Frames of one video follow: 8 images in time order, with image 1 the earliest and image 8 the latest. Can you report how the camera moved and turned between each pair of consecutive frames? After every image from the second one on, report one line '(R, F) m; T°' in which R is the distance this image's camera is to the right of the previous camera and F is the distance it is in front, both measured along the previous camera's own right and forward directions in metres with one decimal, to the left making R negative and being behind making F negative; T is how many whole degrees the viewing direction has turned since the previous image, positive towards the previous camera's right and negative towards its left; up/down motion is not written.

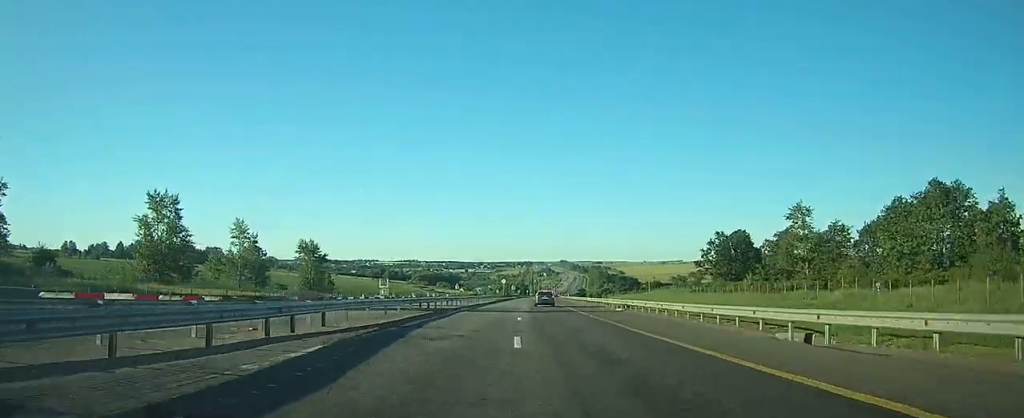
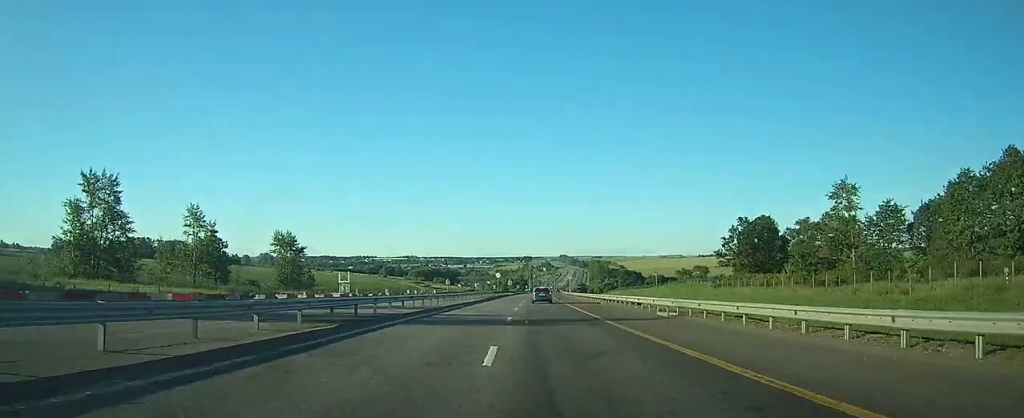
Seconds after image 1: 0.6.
(0.0, +15.5) m; 0°
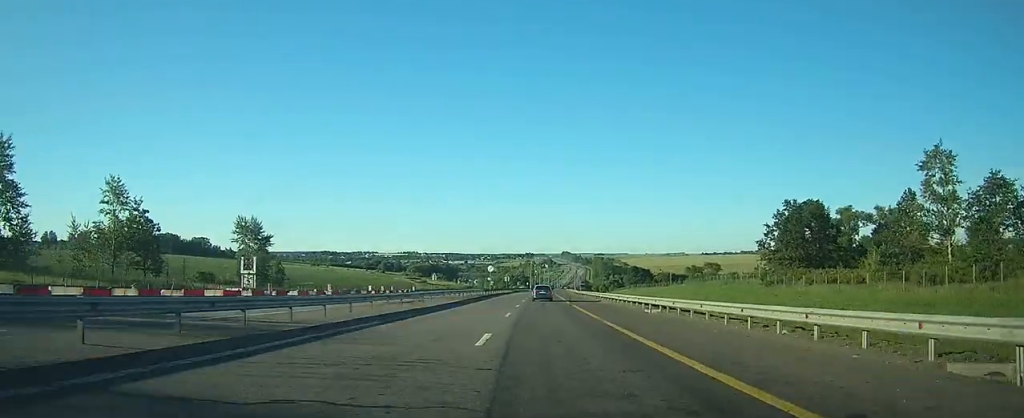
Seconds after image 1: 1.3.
(+0.1, +21.0) m; 0°
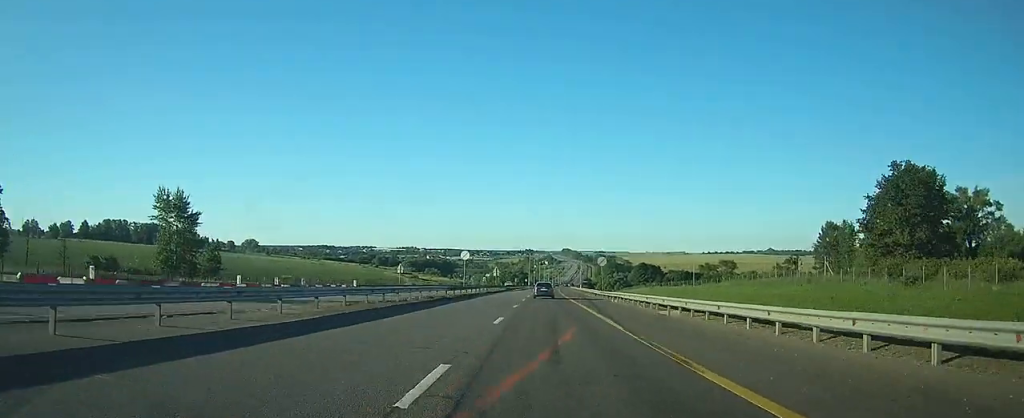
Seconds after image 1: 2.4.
(0.0, +30.4) m; 0°
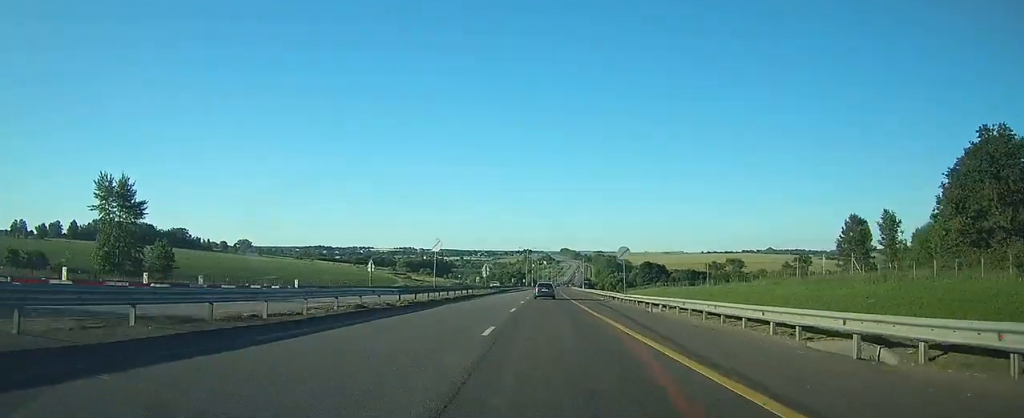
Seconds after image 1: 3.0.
(0.0, +15.7) m; 0°
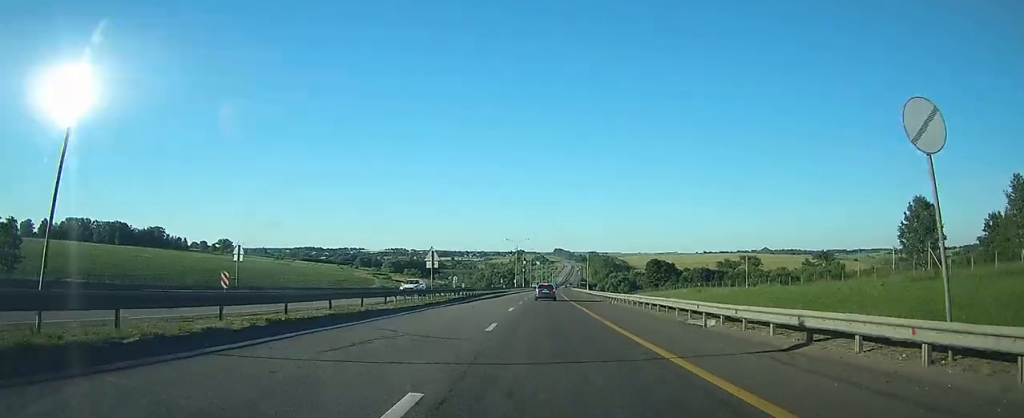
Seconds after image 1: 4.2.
(0.0, +34.3) m; 0°
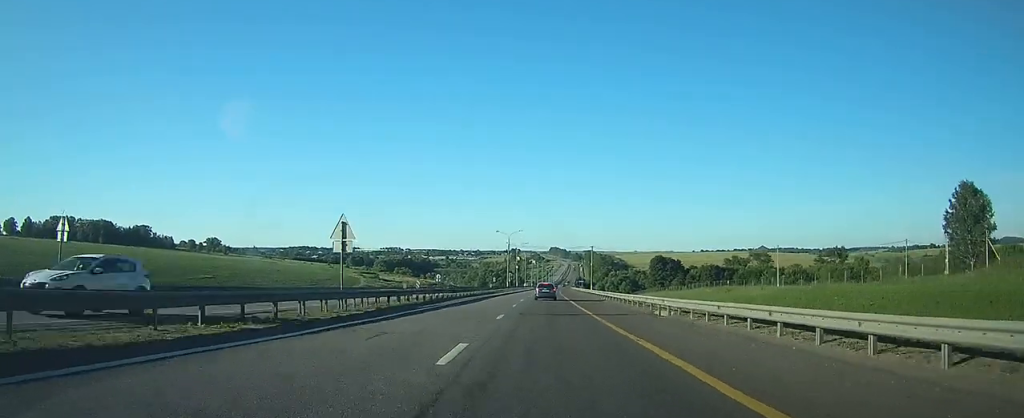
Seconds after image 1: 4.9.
(+0.1, +18.5) m; 0°
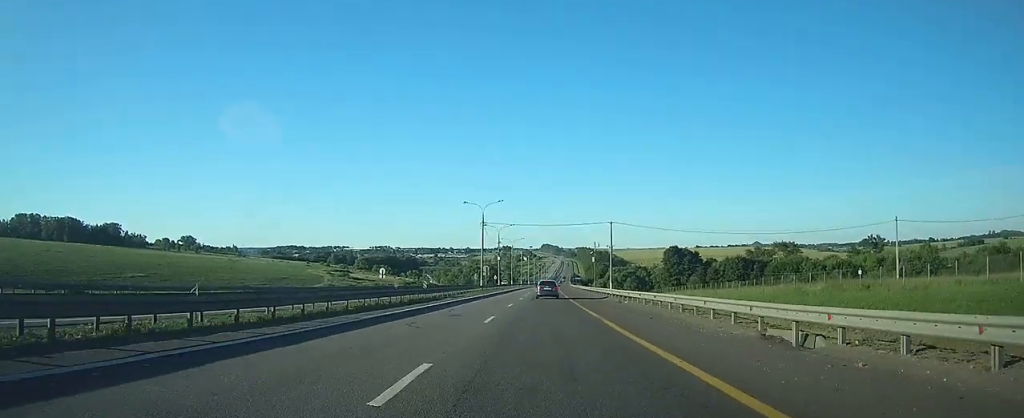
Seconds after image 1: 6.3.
(+0.1, +39.6) m; +1°
